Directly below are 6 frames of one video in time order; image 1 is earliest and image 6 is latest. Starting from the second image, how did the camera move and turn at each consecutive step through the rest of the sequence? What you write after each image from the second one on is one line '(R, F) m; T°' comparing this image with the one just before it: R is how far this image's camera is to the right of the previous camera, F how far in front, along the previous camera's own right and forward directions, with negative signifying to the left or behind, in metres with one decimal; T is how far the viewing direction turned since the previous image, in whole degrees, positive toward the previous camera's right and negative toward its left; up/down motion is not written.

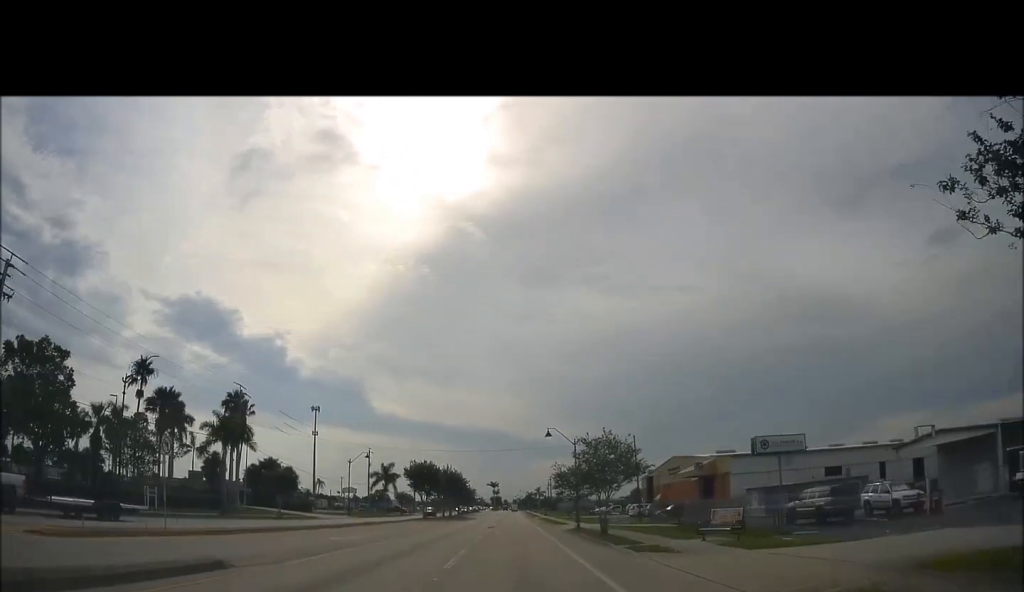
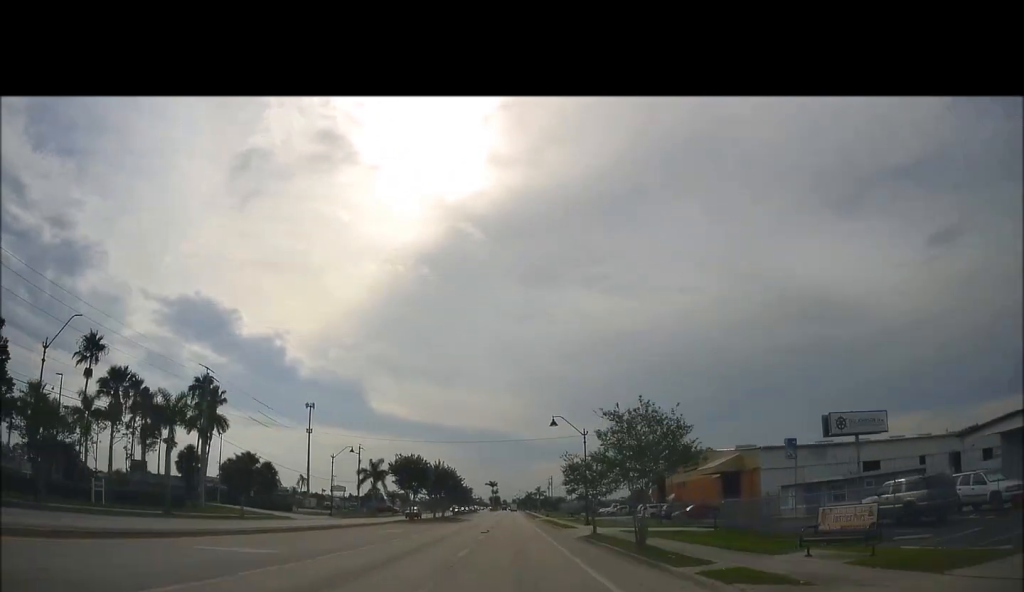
(0.0, +7.9) m; 0°
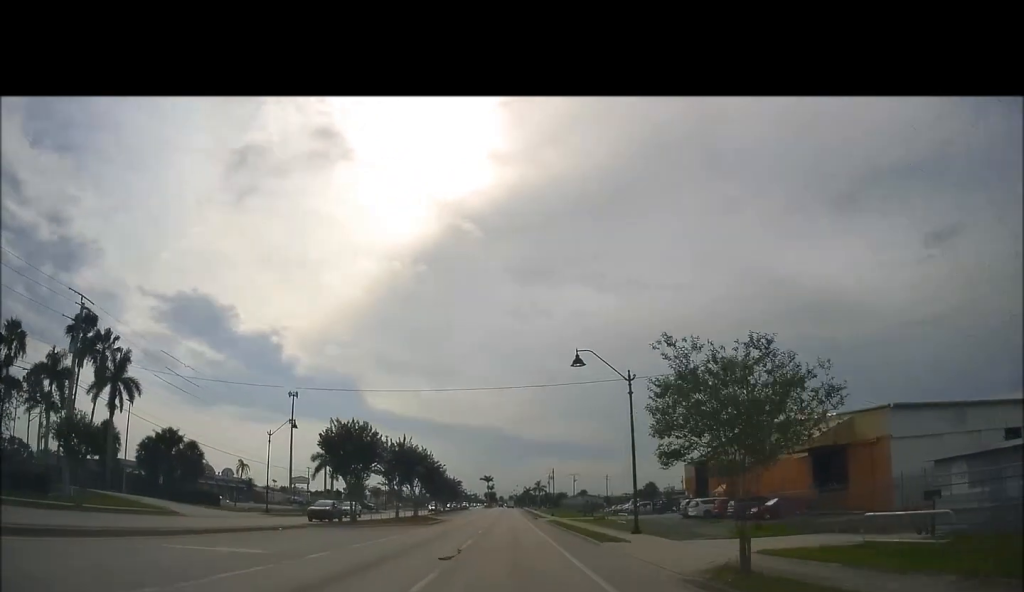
(0.0, +20.4) m; 0°
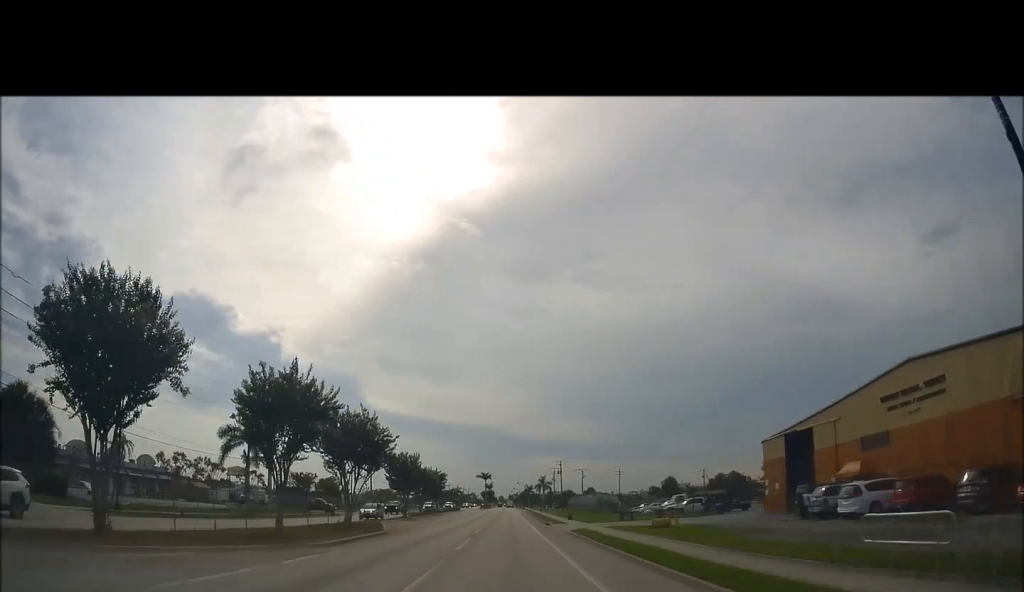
(0.0, +24.9) m; 0°
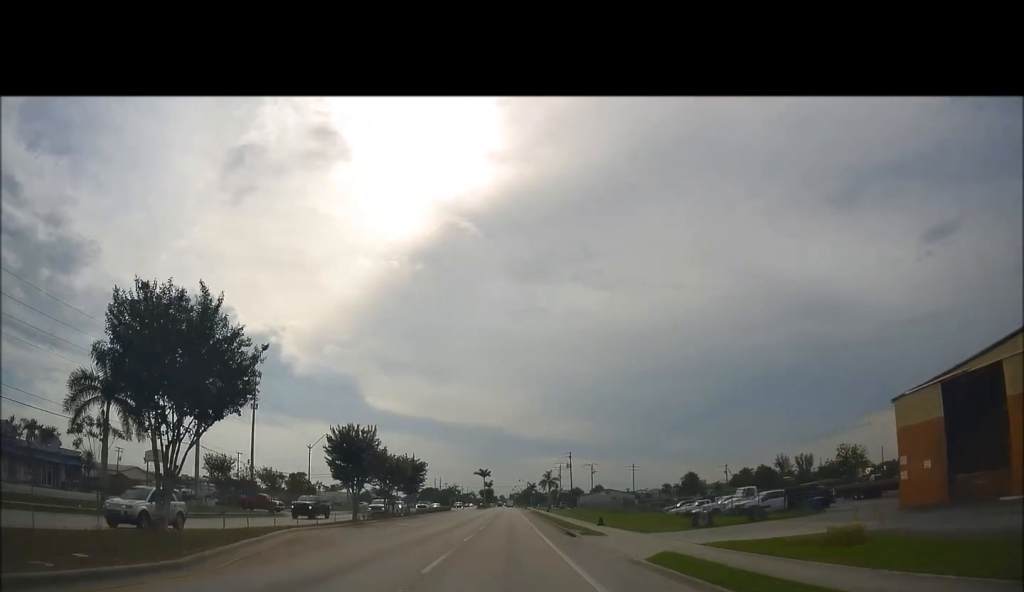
(0.0, +20.2) m; 0°
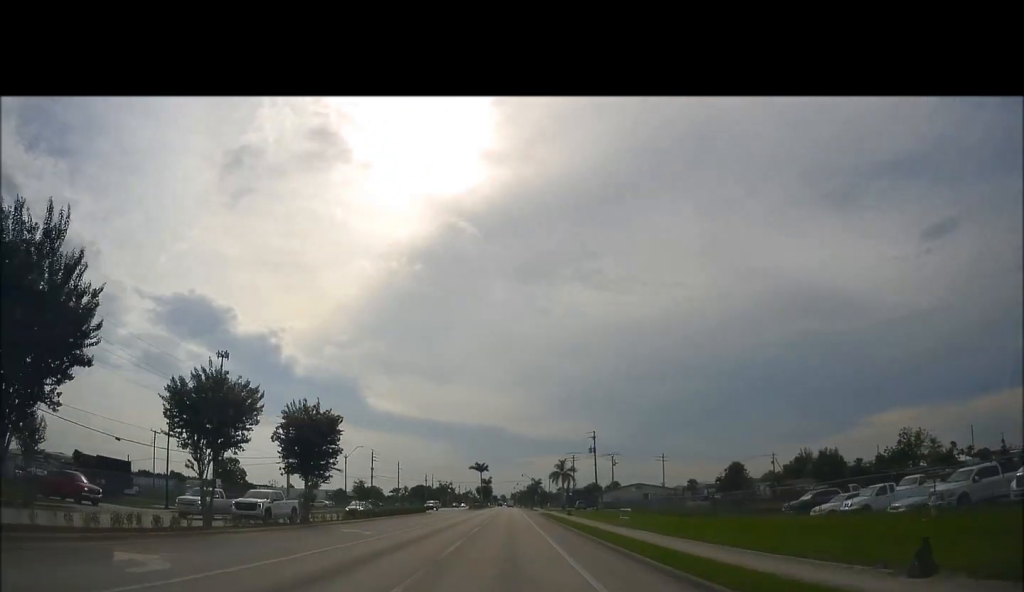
(0.0, +31.7) m; -1°
